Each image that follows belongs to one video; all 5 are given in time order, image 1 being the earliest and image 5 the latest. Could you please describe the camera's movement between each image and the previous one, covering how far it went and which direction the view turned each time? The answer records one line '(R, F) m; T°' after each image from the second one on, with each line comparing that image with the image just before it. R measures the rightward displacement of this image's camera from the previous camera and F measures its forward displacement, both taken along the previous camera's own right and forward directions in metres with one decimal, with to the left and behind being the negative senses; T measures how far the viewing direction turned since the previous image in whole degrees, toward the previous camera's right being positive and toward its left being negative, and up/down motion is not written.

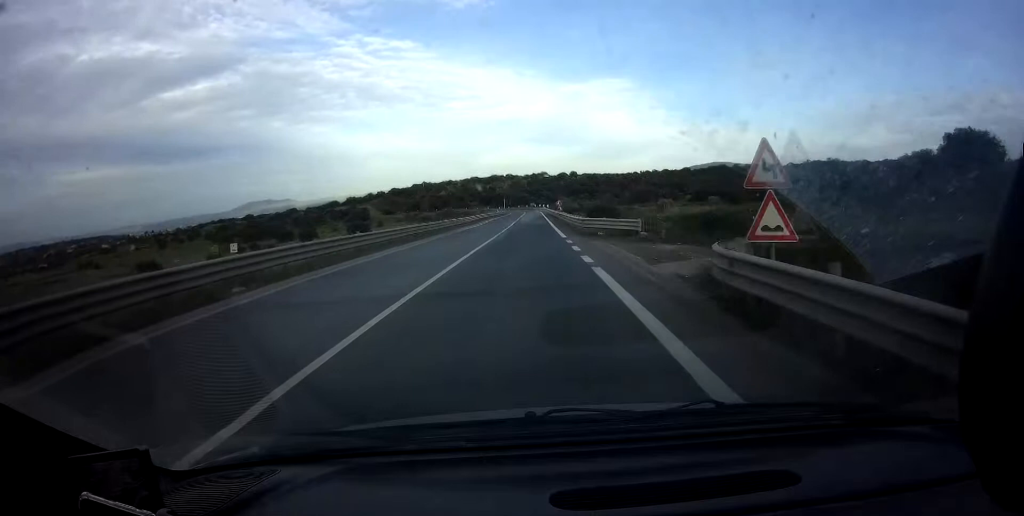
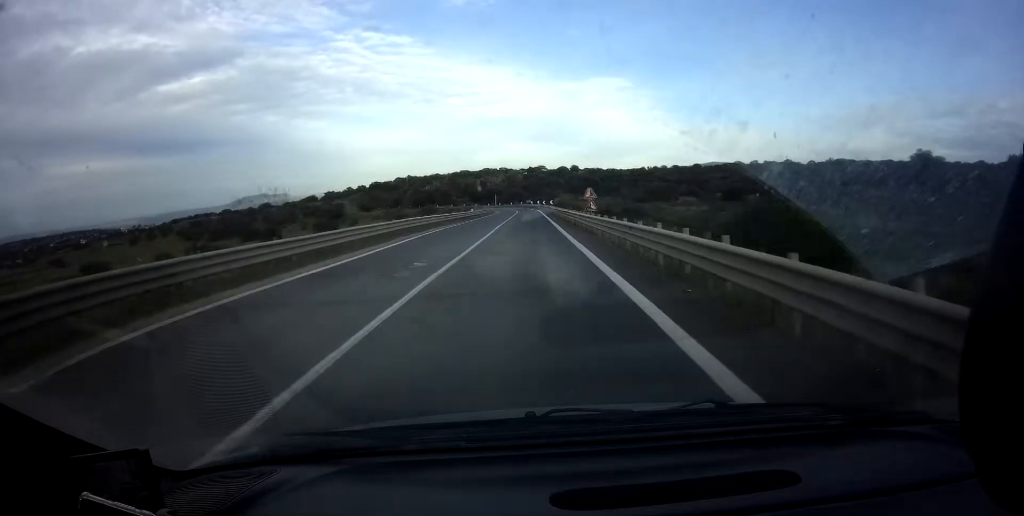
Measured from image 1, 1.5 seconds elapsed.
(-0.2, +40.0) m; 0°
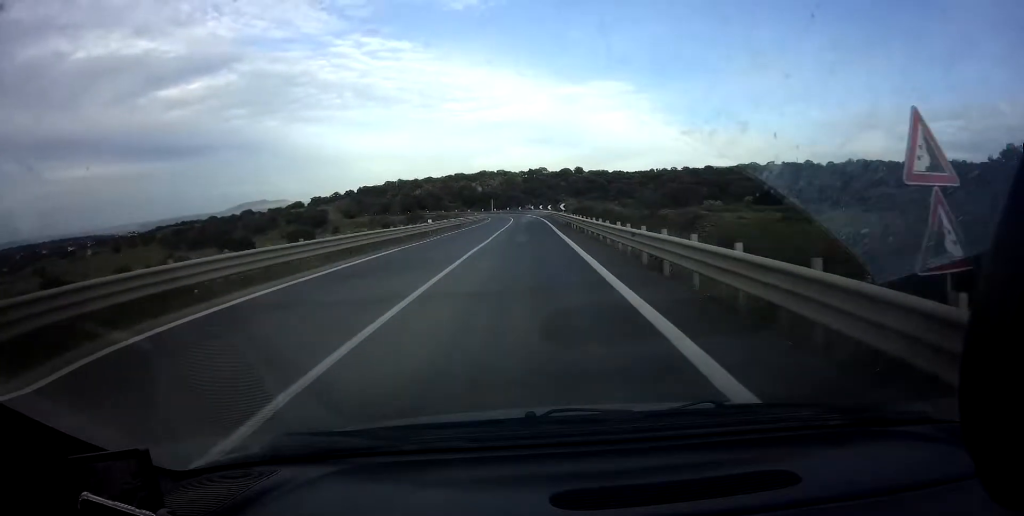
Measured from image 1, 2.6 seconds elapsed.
(+0.2, +27.2) m; 0°
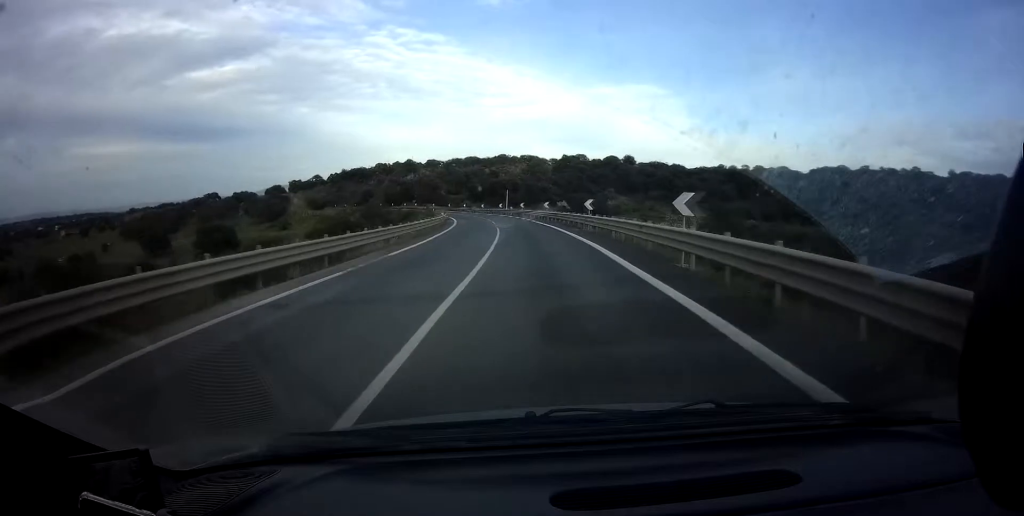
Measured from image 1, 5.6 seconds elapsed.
(-3.2, +78.2) m; -6°
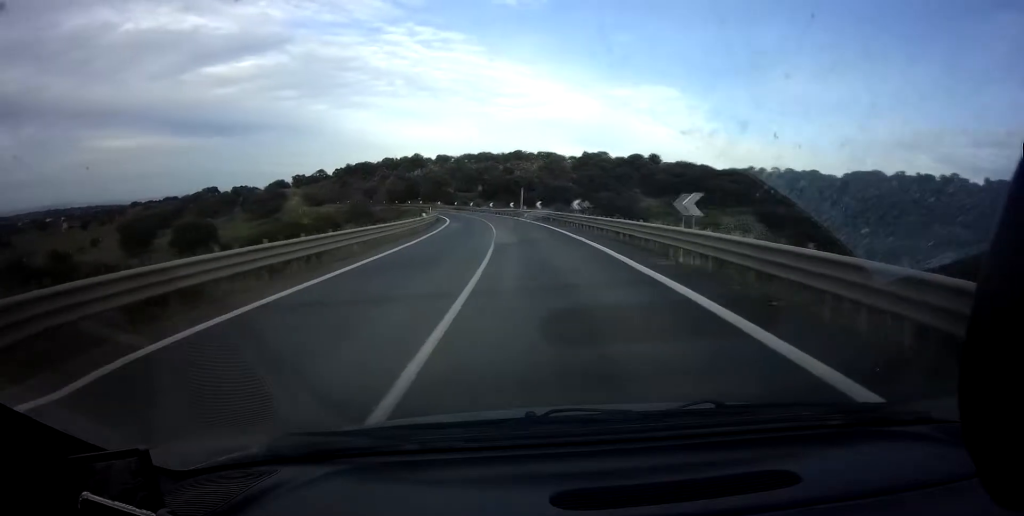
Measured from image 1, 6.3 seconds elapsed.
(-0.3, +17.4) m; -3°
